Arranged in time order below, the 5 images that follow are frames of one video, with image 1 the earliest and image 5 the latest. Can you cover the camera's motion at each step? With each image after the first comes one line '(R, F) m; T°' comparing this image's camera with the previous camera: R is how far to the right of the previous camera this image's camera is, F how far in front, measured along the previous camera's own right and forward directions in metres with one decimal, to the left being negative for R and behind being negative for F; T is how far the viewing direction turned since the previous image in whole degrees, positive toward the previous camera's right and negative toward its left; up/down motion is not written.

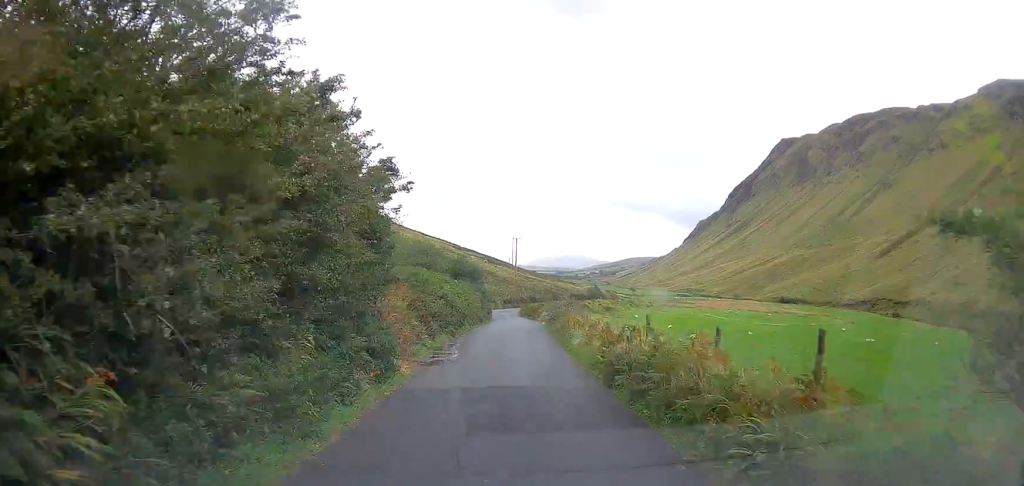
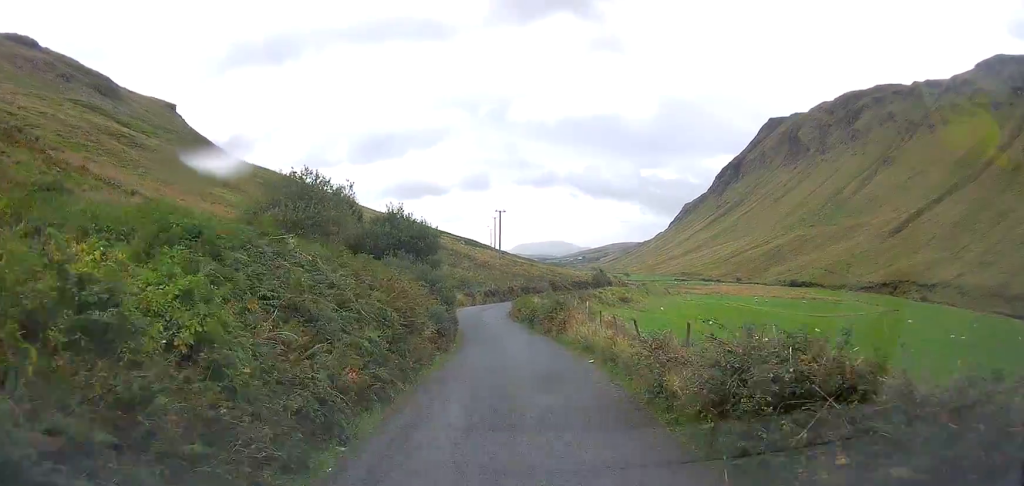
(+0.6, +32.2) m; +2°
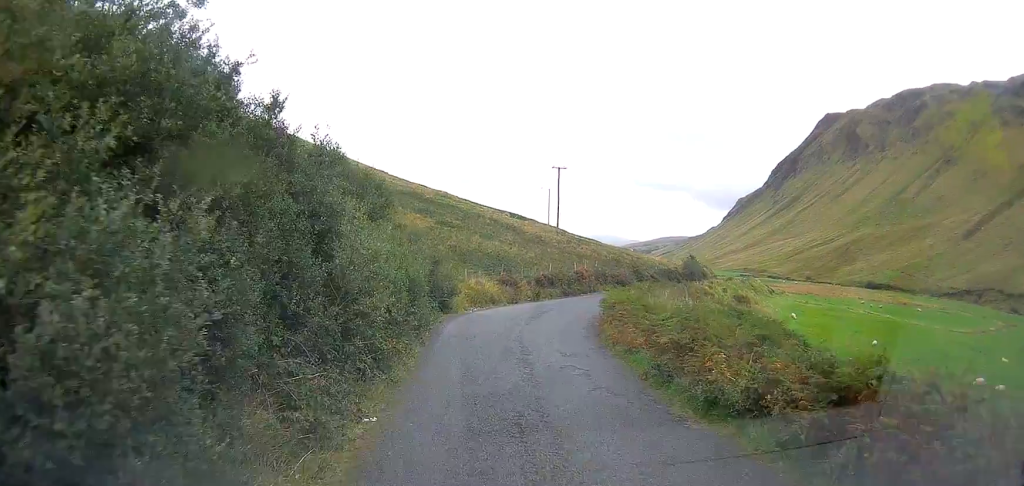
(-0.5, +32.1) m; -3°
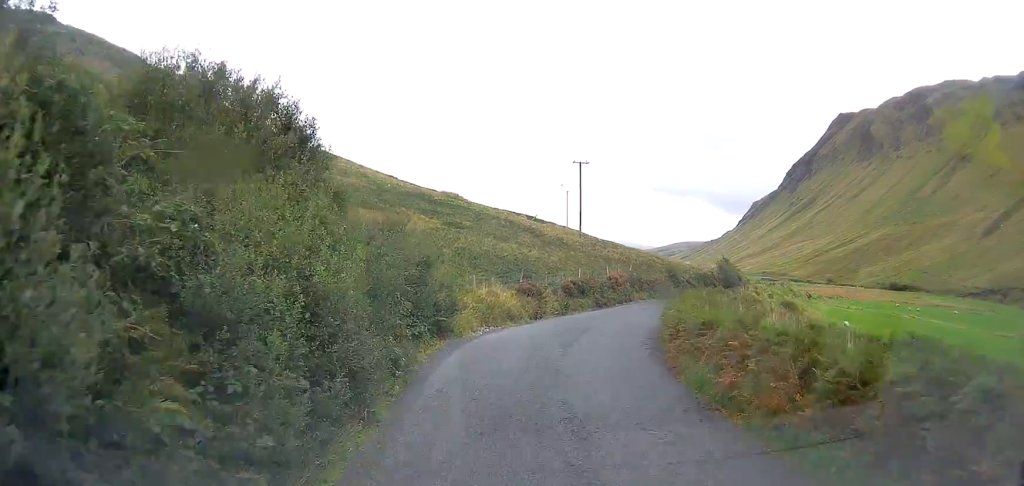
(-0.3, +7.9) m; 0°
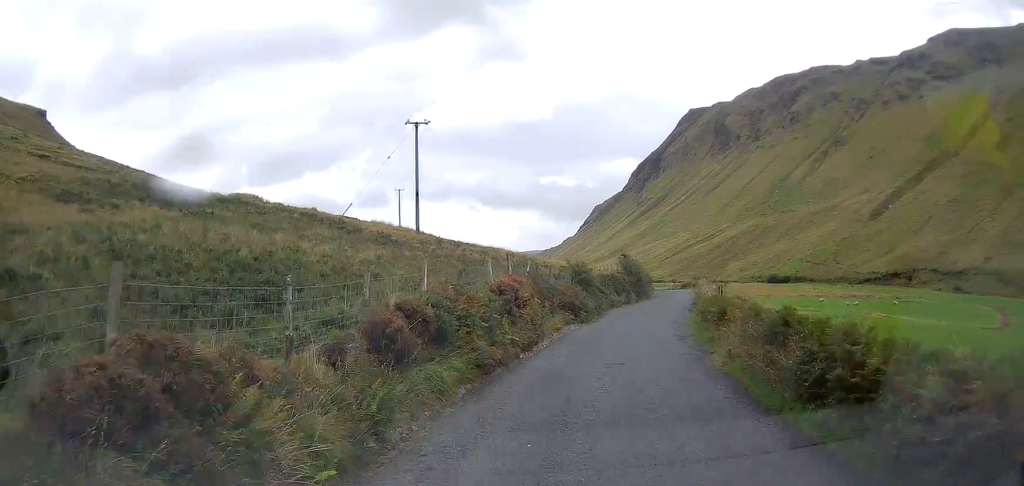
(+1.4, +23.7) m; +12°
